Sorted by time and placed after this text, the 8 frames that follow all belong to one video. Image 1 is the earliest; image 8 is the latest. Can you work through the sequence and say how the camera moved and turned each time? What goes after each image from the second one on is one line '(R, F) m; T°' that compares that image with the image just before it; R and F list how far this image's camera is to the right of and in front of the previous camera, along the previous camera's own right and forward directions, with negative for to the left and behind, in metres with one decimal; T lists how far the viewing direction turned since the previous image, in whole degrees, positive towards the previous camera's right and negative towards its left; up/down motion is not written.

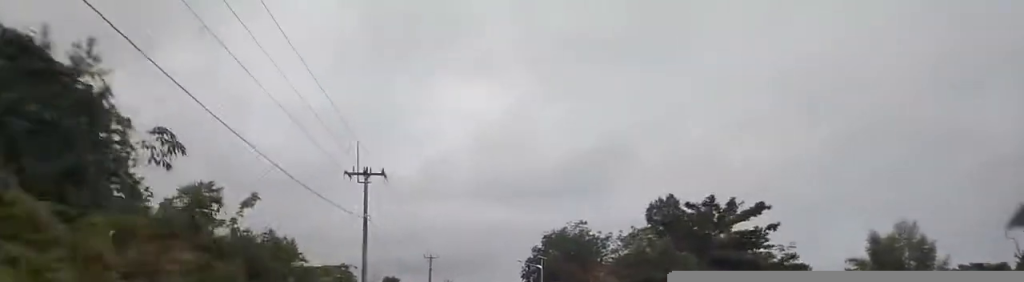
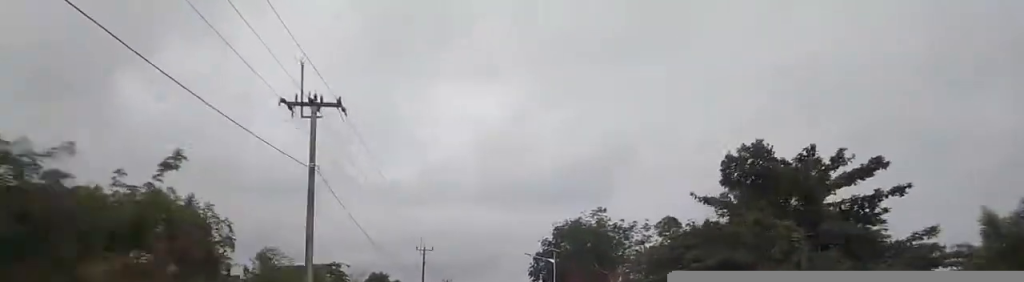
(0.0, +13.1) m; 0°
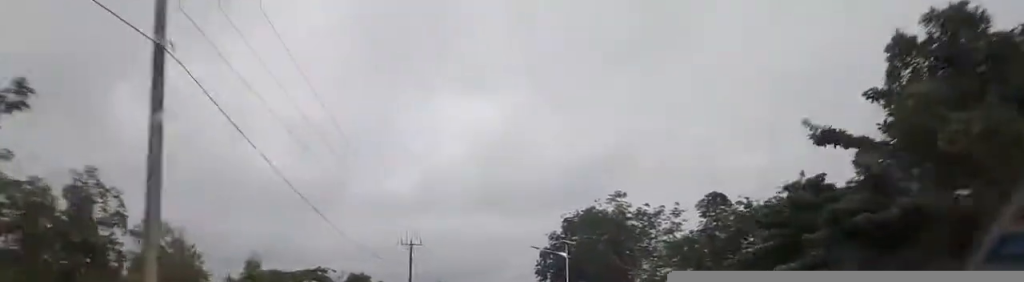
(-0.1, +12.3) m; -1°
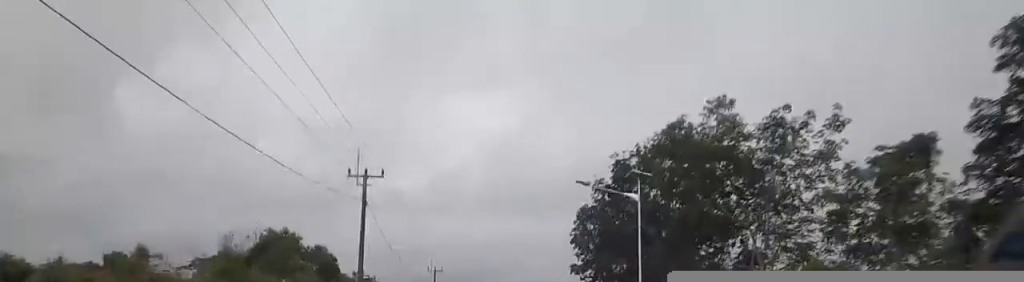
(-0.4, +28.1) m; -1°
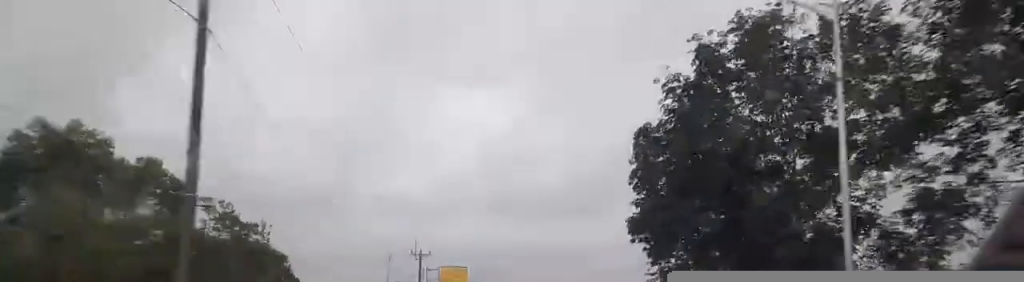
(+0.1, +21.3) m; +1°
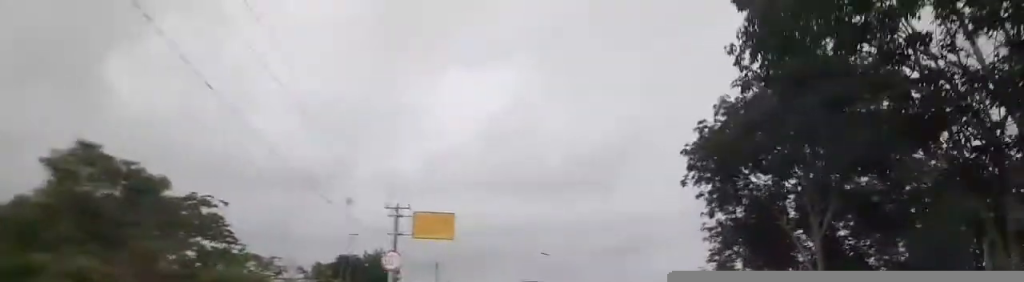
(+0.2, +14.0) m; +1°
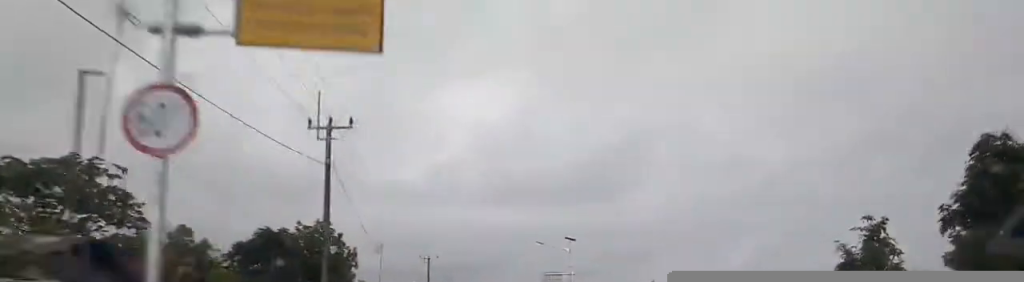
(0.0, +22.8) m; -1°
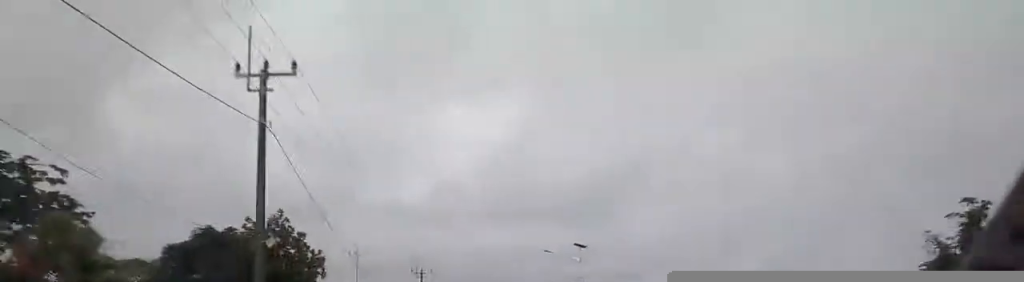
(-0.3, +8.4) m; 0°
